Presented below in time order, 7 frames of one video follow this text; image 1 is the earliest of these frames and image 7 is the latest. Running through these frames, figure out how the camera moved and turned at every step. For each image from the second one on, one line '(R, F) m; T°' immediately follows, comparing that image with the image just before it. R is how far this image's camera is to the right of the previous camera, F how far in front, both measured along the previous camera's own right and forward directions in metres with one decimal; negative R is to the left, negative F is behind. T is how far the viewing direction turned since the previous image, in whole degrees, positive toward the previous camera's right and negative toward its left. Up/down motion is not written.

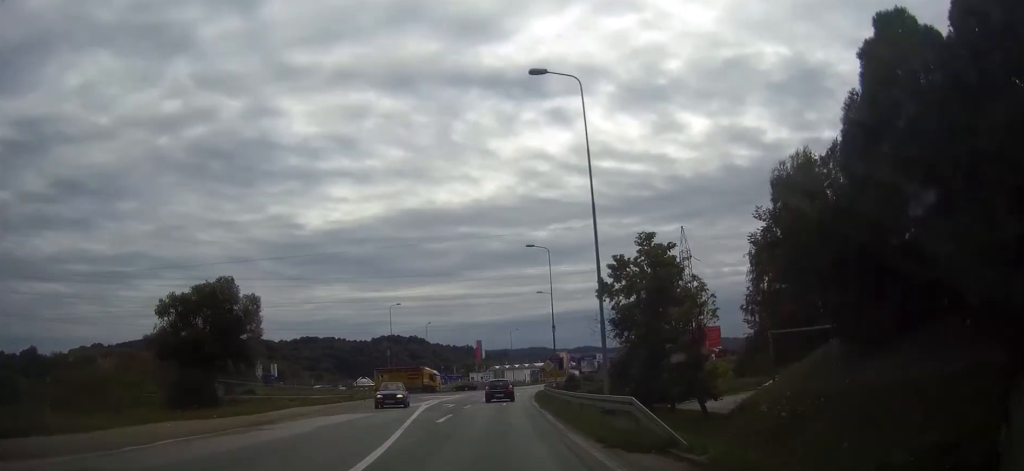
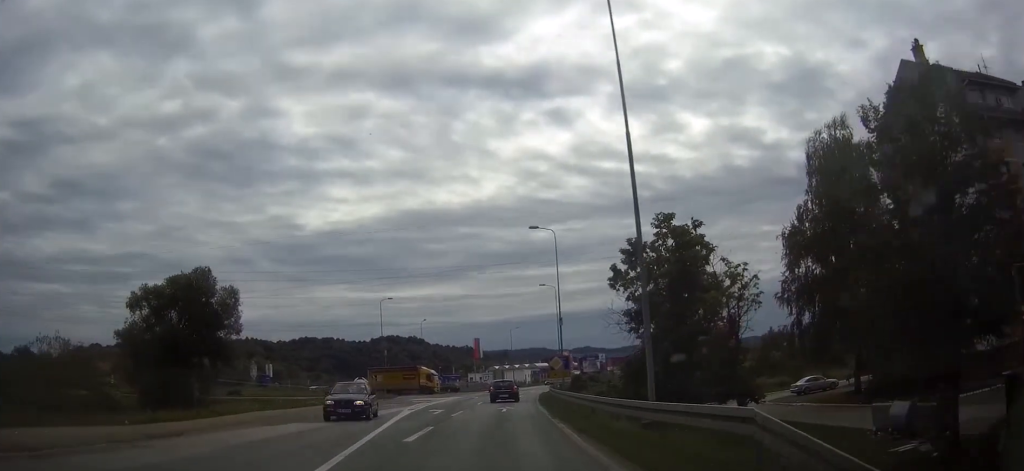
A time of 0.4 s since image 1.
(0.0, +7.3) m; 0°
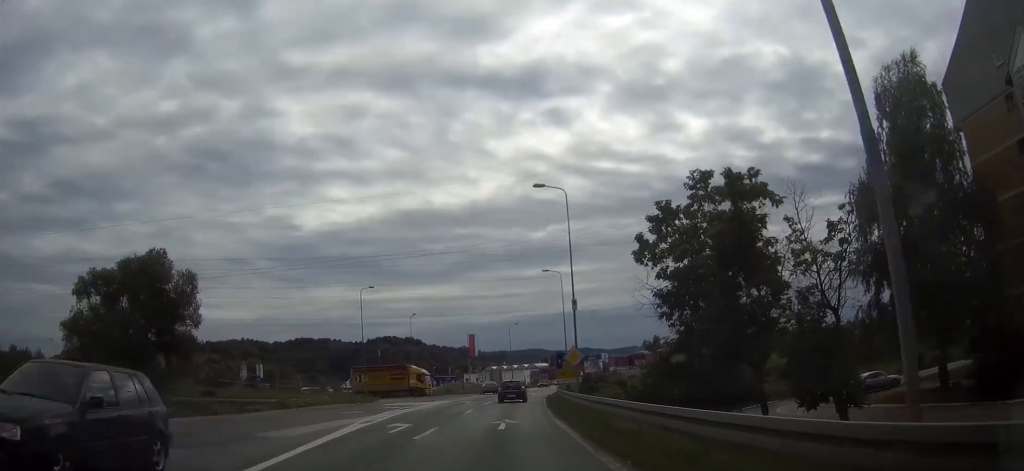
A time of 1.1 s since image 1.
(0.0, +11.1) m; 0°
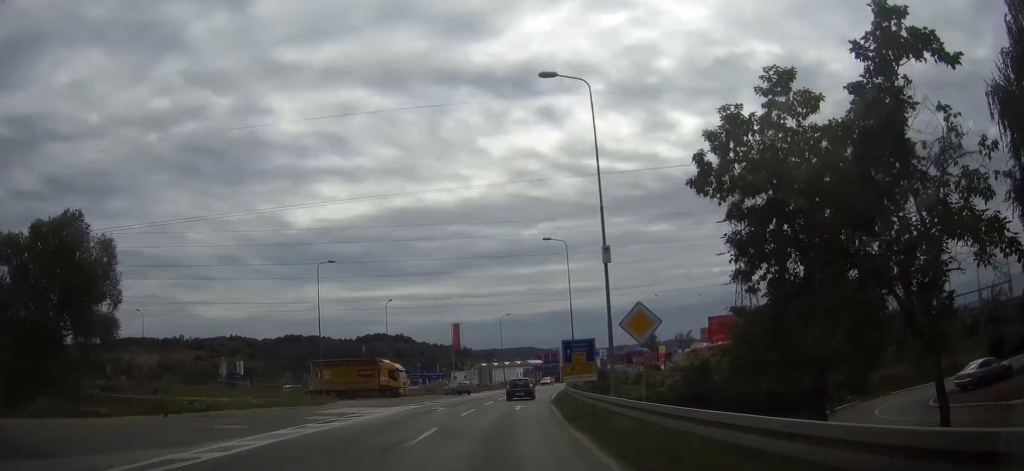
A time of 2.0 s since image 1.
(+0.1, +14.9) m; +1°
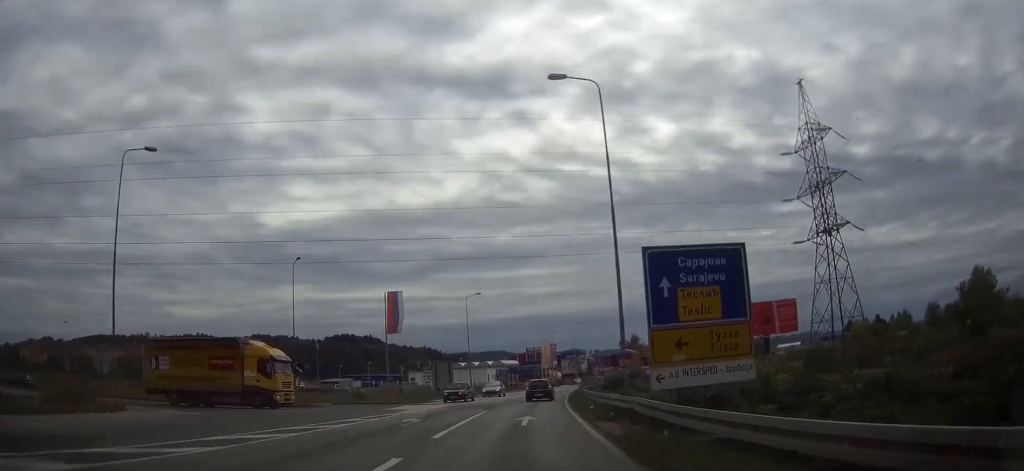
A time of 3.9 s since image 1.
(+0.4, +31.0) m; +2°
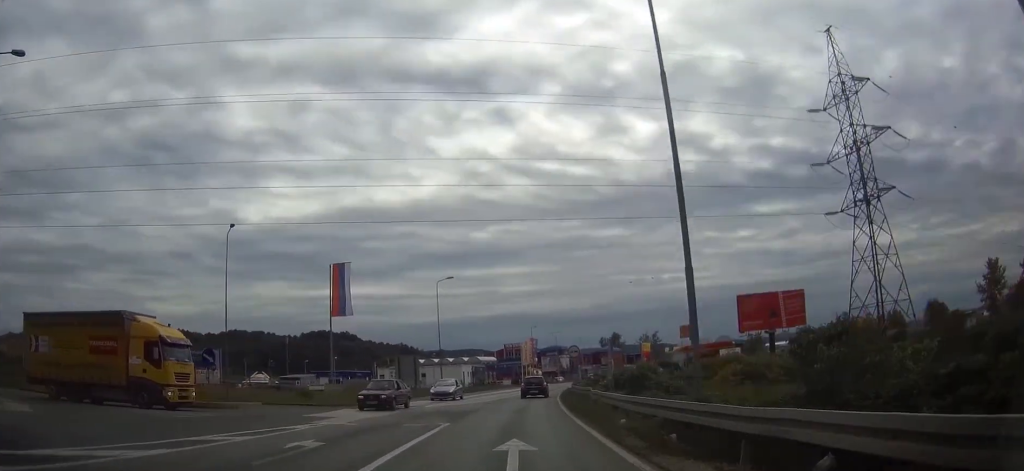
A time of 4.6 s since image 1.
(-0.1, +10.8) m; +1°
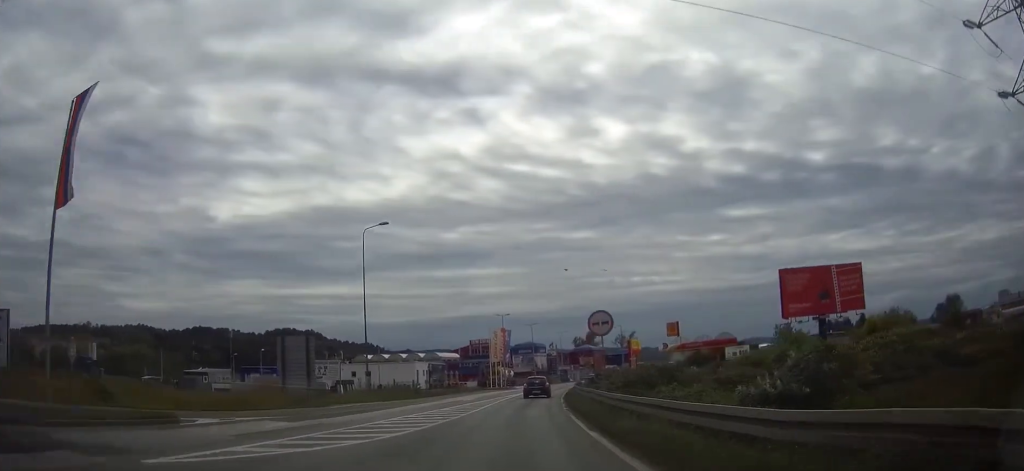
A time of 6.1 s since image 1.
(+1.1, +25.4) m; +3°
